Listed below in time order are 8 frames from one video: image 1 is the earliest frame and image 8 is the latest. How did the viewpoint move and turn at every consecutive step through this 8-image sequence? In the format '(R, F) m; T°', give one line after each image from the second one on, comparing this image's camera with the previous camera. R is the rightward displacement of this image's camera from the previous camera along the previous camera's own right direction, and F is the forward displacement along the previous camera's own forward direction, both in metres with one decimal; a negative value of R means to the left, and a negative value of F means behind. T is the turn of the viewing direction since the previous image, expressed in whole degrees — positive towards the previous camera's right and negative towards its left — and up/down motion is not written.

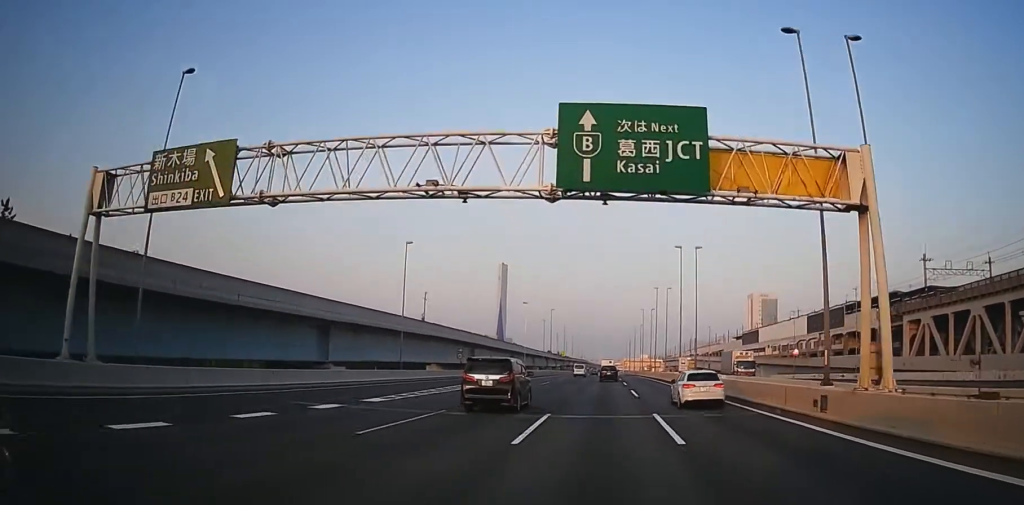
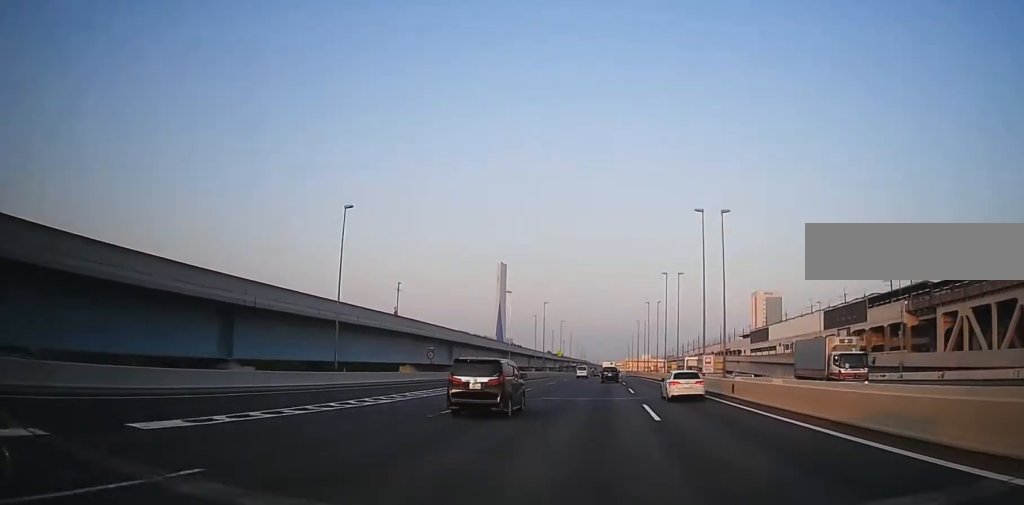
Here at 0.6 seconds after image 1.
(+0.6, +13.0) m; 0°
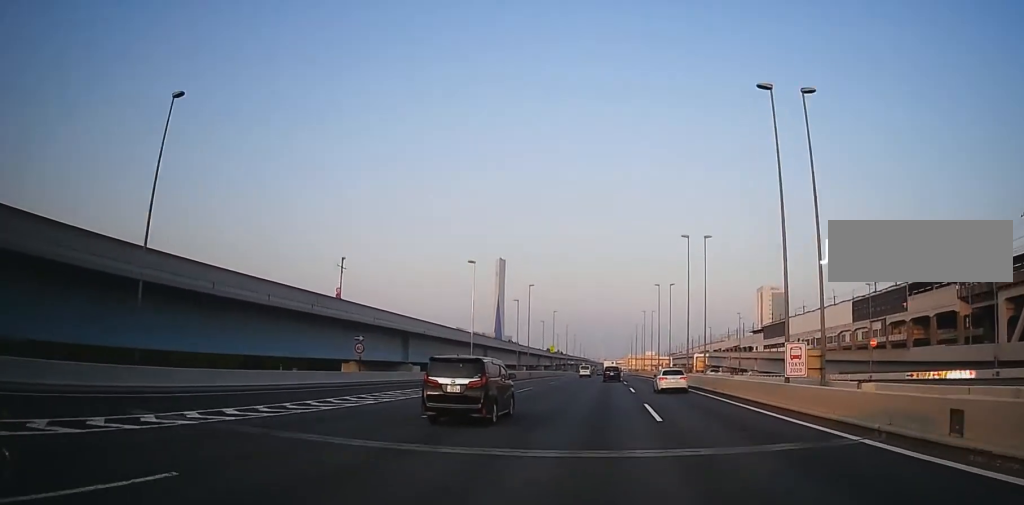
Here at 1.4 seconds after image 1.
(-1.2, +20.5) m; -4°
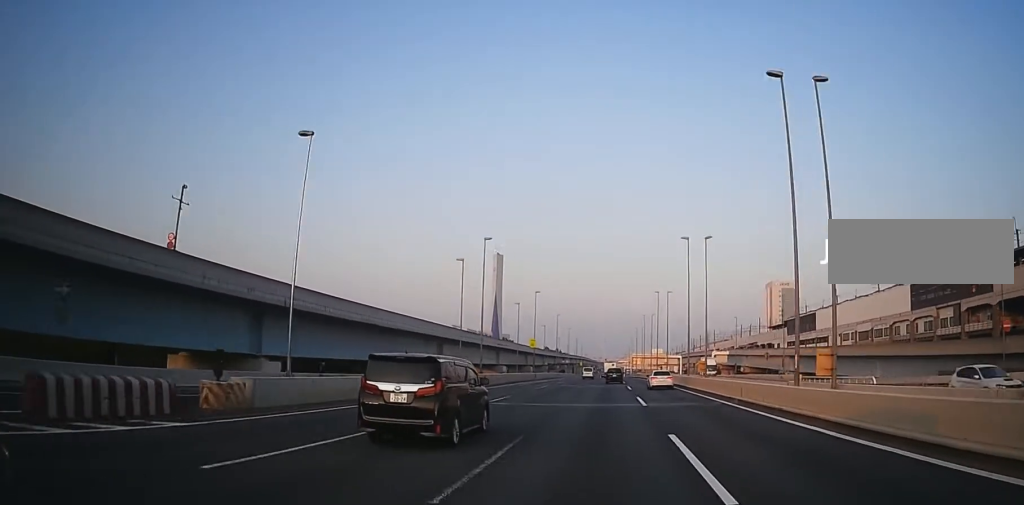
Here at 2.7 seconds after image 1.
(-0.1, +30.1) m; 0°
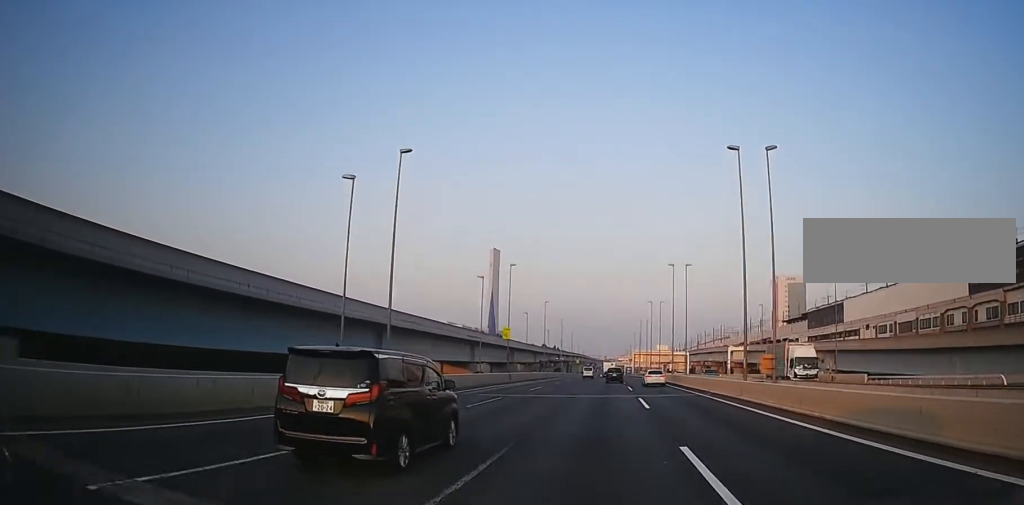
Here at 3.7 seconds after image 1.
(+0.1, +22.7) m; 0°
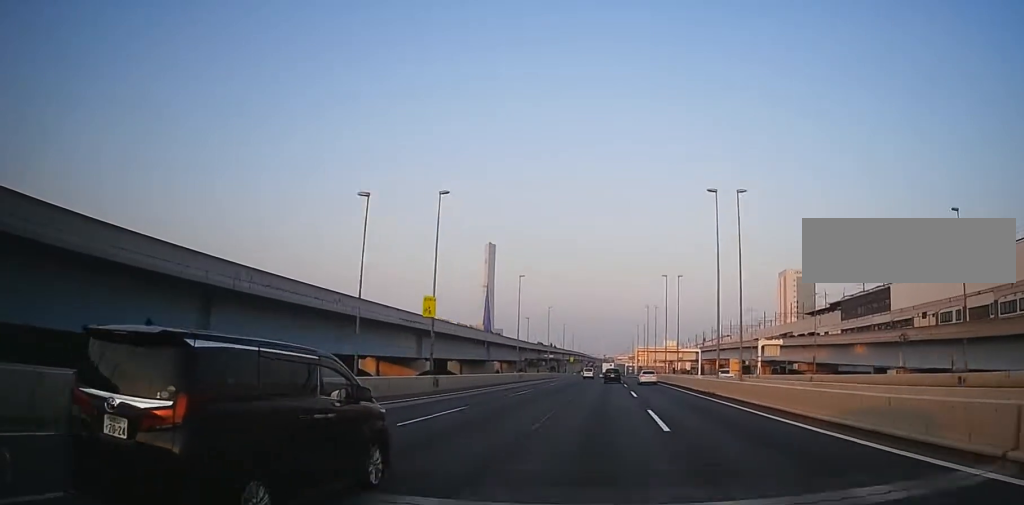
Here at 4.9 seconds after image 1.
(+0.1, +27.5) m; 0°
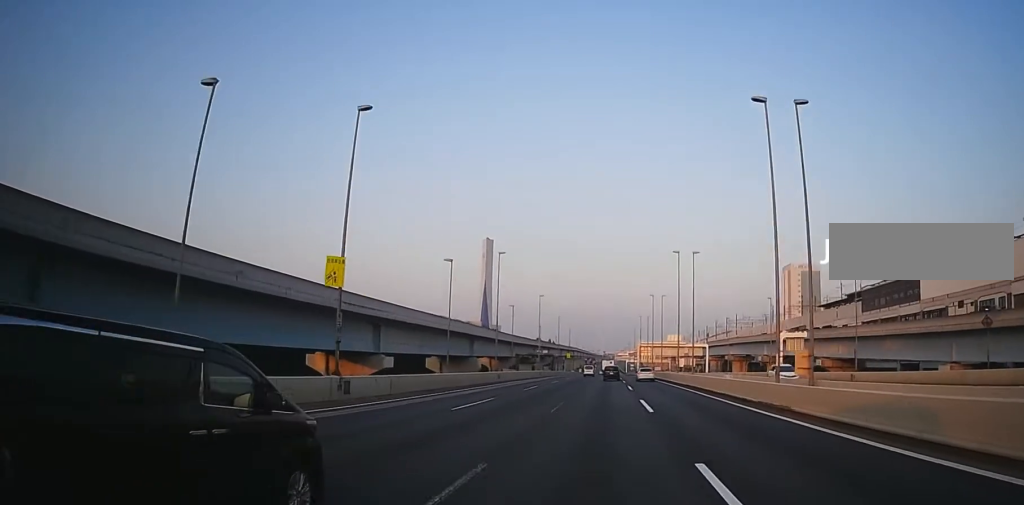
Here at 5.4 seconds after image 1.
(-0.1, +14.2) m; 0°
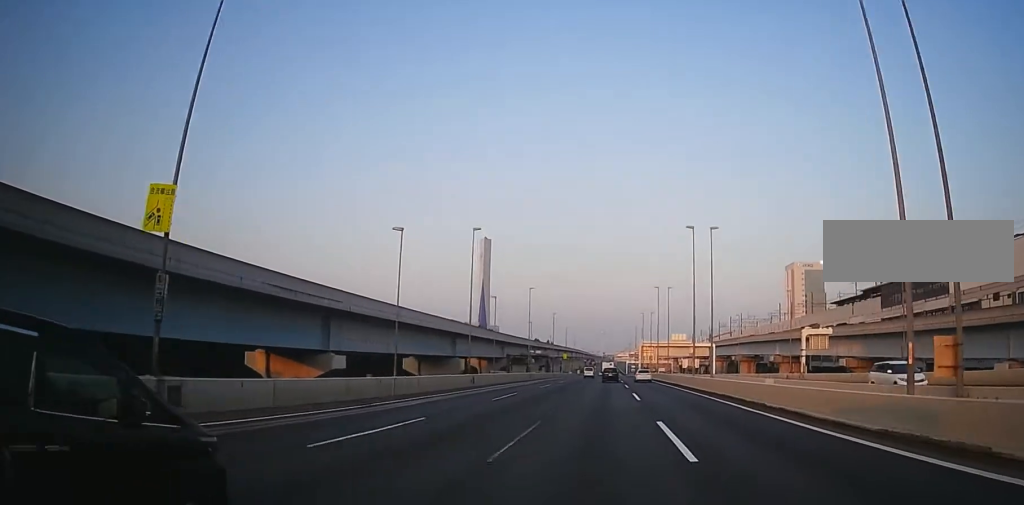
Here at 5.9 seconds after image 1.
(+0.1, +11.7) m; 0°
